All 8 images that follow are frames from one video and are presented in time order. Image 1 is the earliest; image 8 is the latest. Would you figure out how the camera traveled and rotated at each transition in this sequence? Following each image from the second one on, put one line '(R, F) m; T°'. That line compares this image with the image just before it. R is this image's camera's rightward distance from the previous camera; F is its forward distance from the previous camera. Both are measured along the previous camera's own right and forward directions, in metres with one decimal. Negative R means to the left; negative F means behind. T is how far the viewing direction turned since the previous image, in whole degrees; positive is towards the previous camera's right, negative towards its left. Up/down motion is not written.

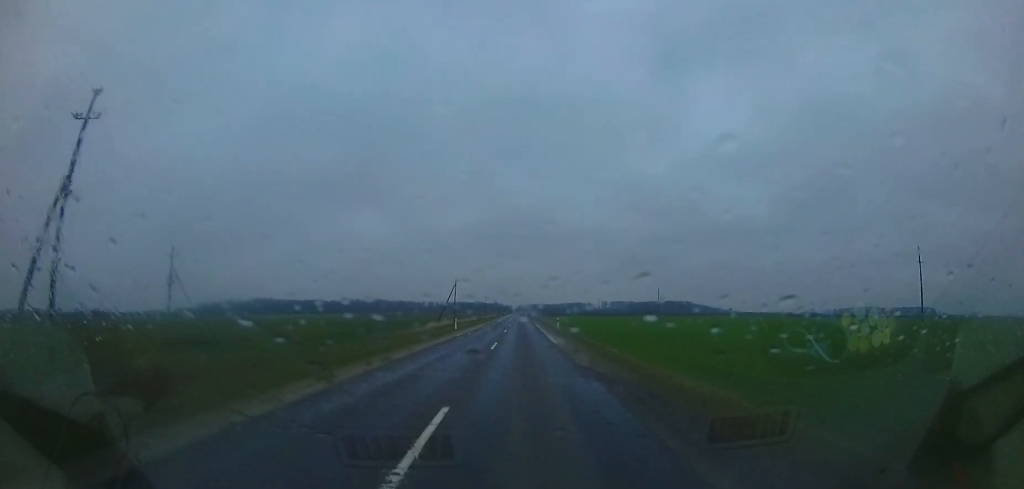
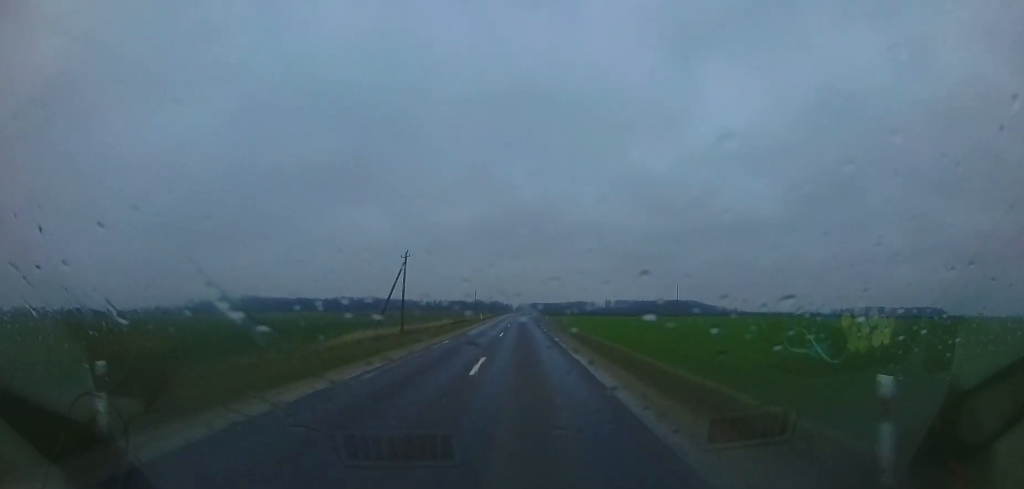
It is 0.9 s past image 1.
(+0.2, +30.0) m; 0°
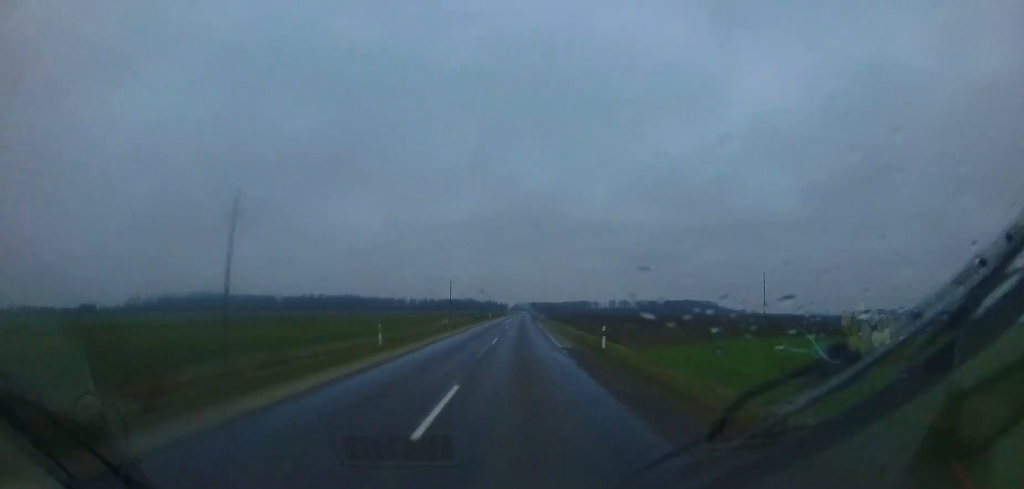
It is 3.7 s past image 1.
(+0.1, +88.3) m; +1°
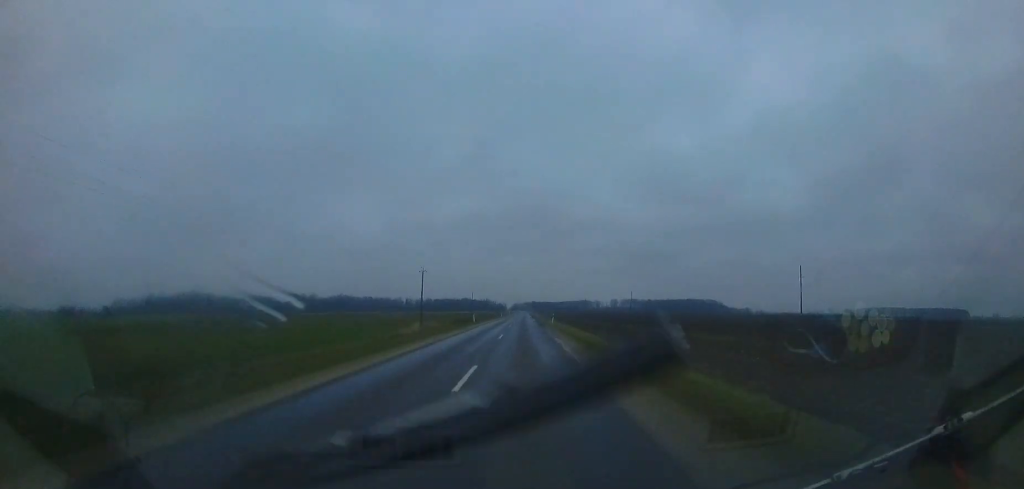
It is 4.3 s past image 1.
(+0.1, +21.5) m; 0°
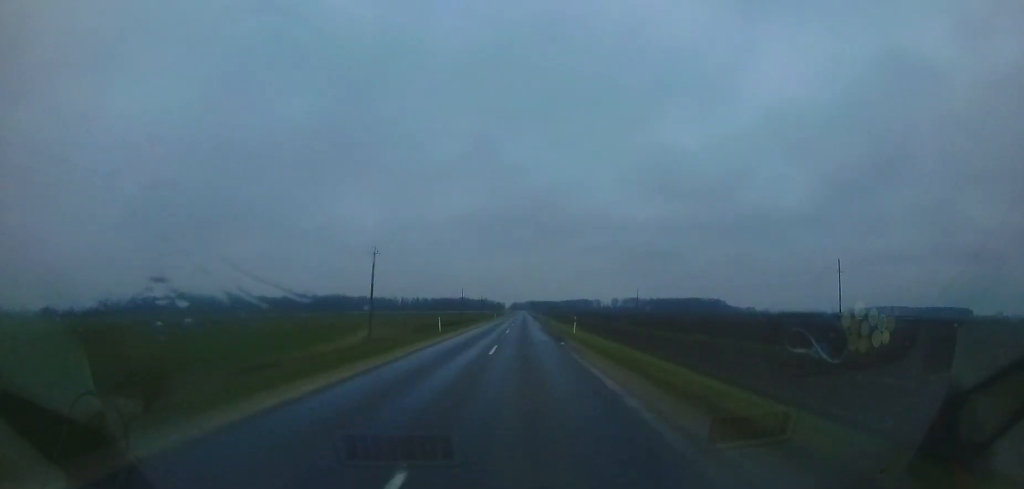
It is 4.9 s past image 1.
(0.0, +18.3) m; 0°
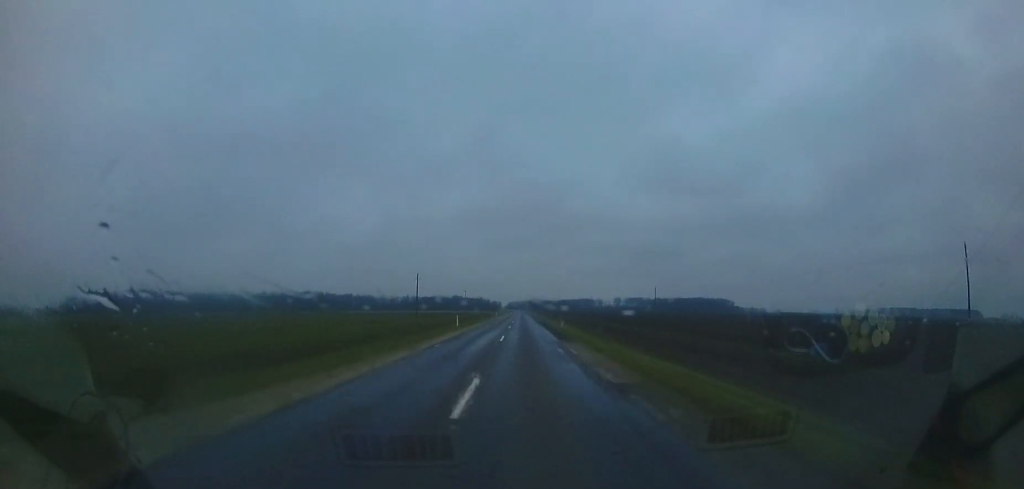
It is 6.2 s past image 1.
(0.0, +43.0) m; 0°
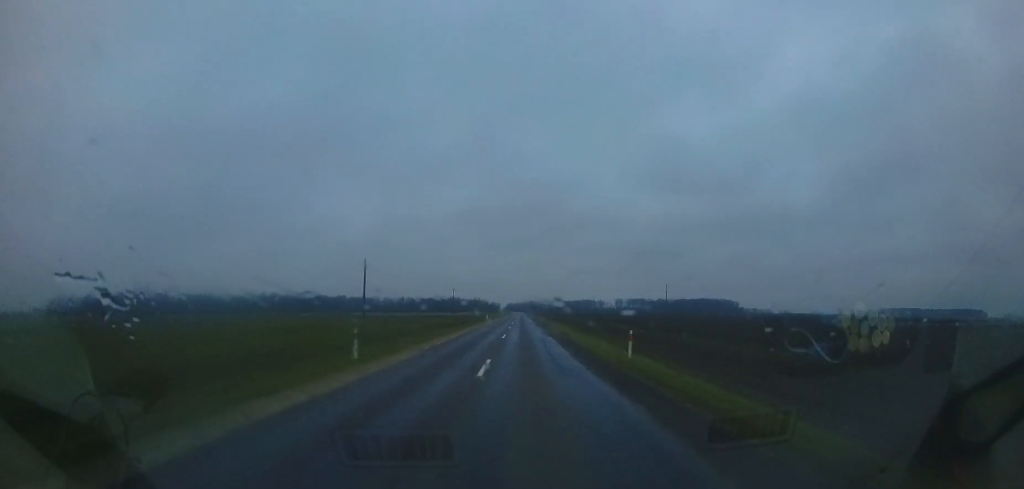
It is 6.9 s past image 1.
(0.0, +20.4) m; 0°
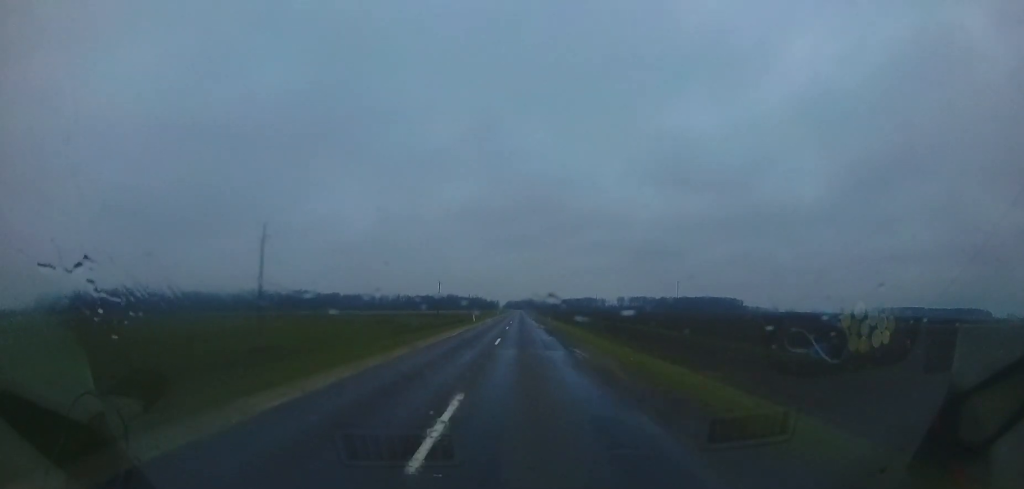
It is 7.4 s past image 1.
(0.0, +17.2) m; 0°
